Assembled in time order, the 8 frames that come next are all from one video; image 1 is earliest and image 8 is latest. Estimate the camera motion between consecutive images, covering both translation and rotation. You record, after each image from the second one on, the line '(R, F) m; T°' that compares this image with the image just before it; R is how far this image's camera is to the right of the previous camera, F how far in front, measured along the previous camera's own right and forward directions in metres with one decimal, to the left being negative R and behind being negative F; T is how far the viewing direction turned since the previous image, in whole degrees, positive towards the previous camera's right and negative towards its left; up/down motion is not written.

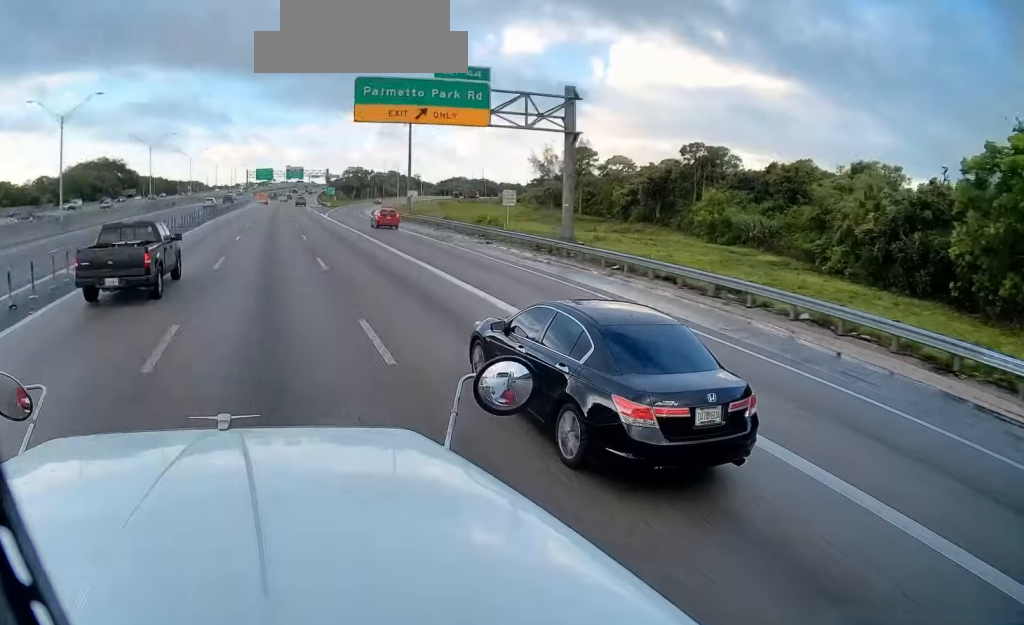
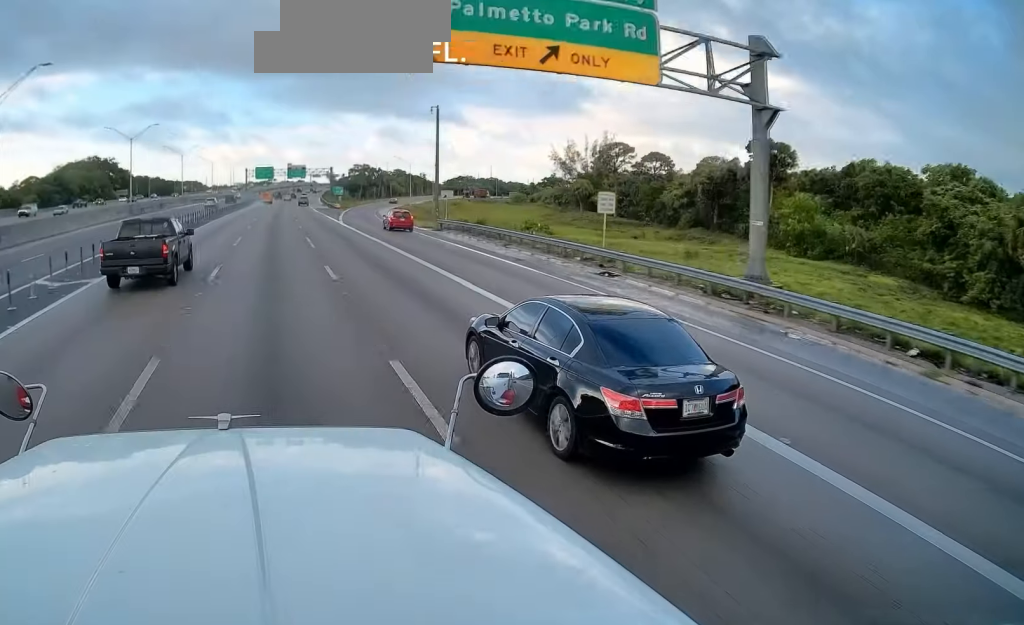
(+0.2, +15.0) m; 0°
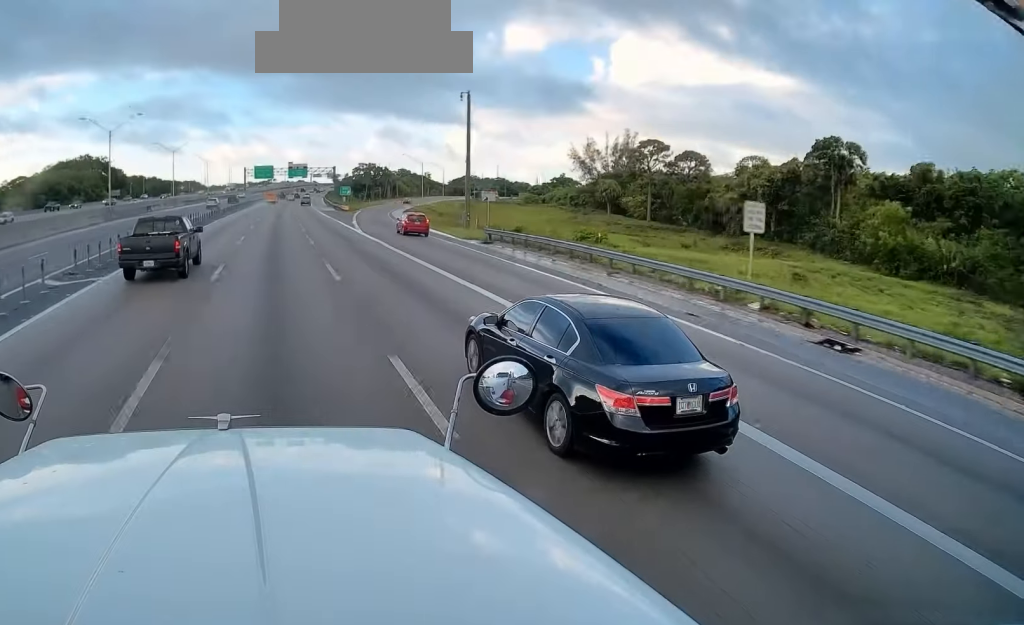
(0.0, +11.3) m; 0°
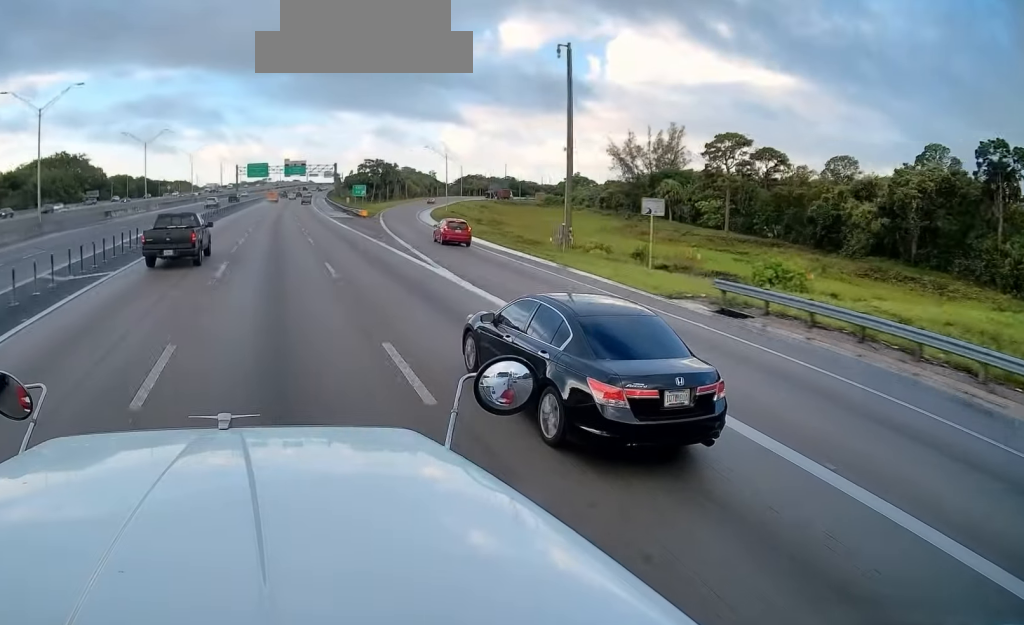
(-0.2, +24.4) m; -1°
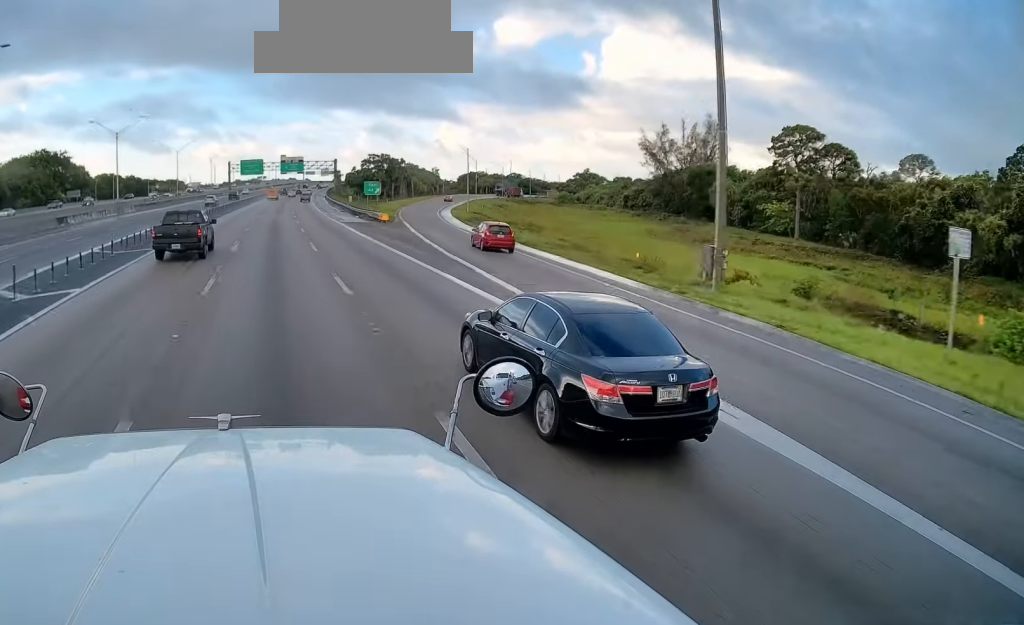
(-0.3, +15.9) m; +1°
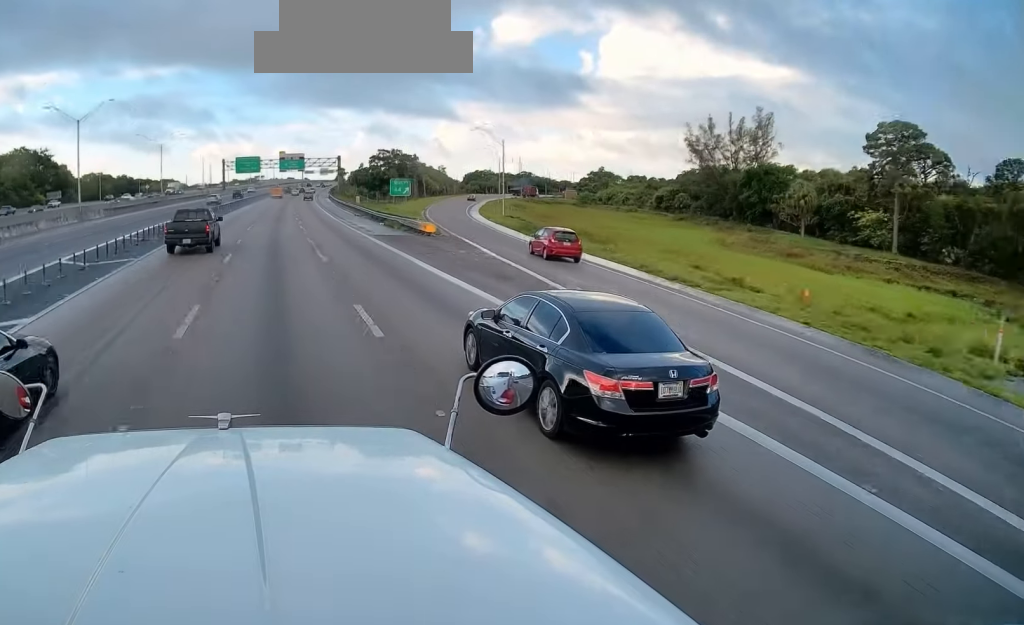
(0.0, +15.0) m; +1°
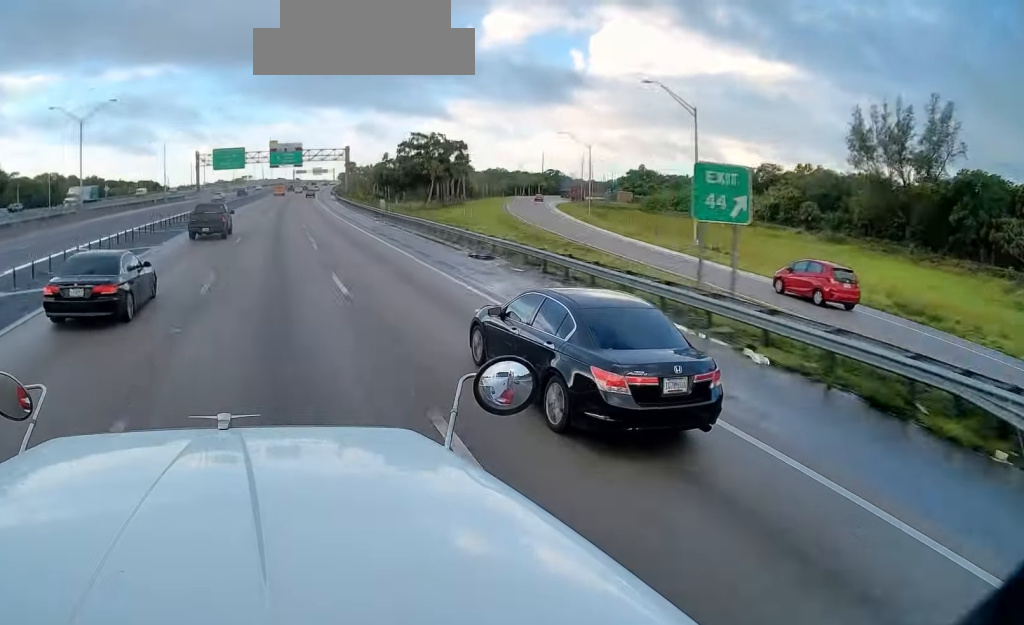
(+1.0, +46.3) m; +1°
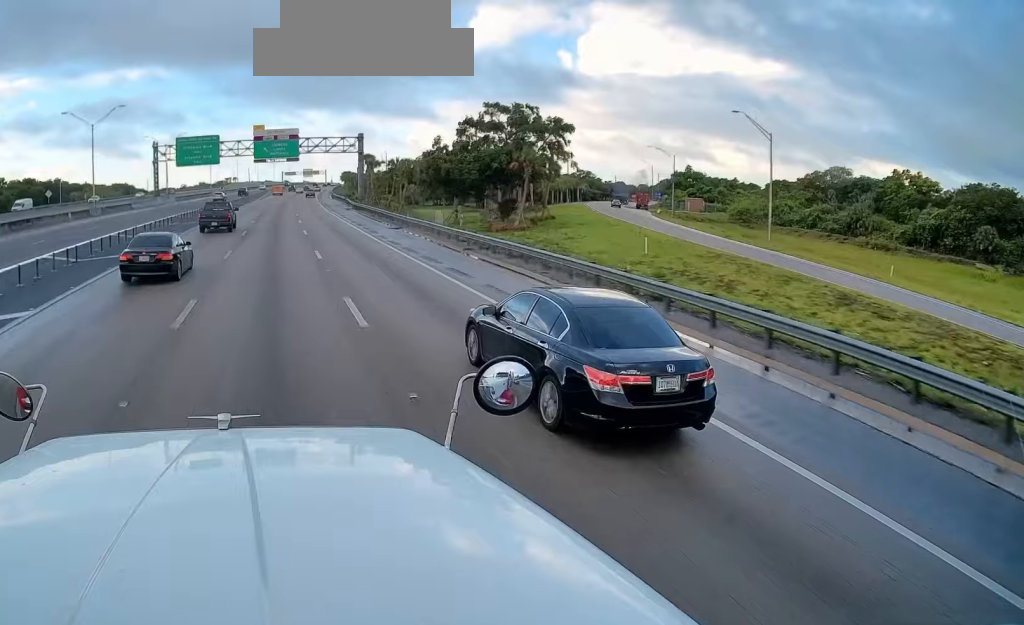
(+0.4, +39.8) m; +1°
